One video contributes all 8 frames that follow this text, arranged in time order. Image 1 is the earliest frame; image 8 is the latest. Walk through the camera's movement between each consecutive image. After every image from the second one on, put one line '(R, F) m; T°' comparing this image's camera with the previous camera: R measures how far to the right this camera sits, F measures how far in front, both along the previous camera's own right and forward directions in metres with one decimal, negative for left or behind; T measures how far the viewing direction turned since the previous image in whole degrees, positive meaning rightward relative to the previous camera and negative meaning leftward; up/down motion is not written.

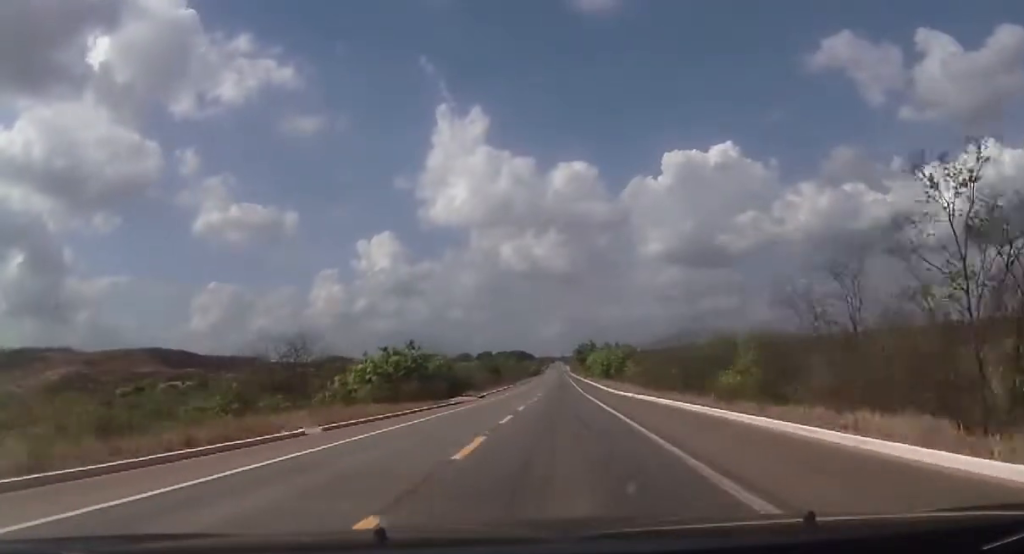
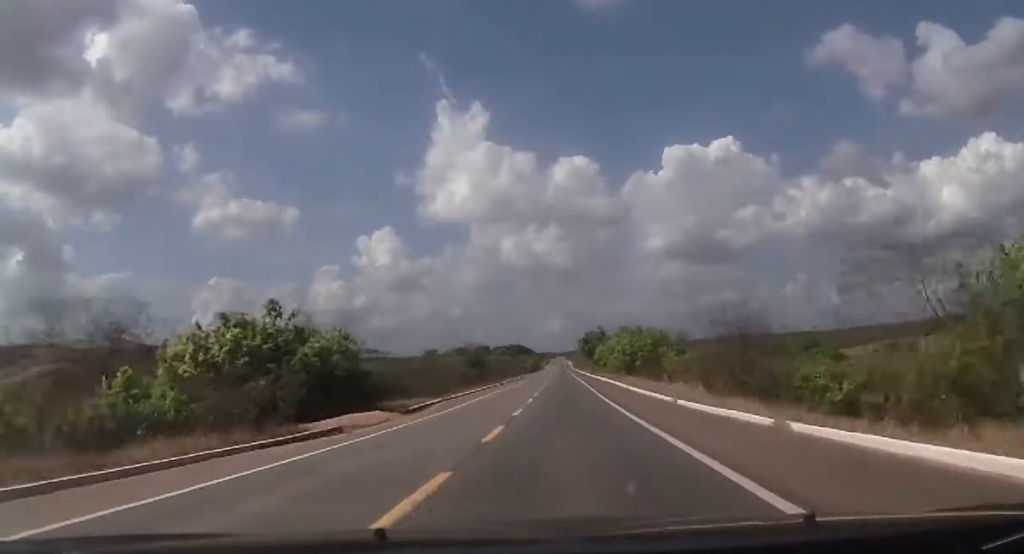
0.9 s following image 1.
(-0.4, +31.2) m; -1°
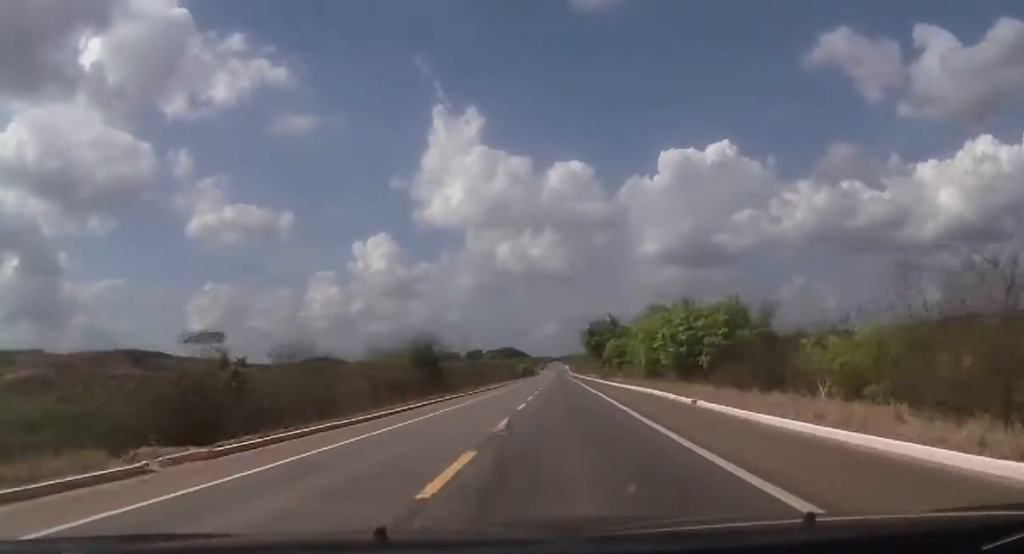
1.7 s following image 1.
(+0.1, +31.8) m; +1°
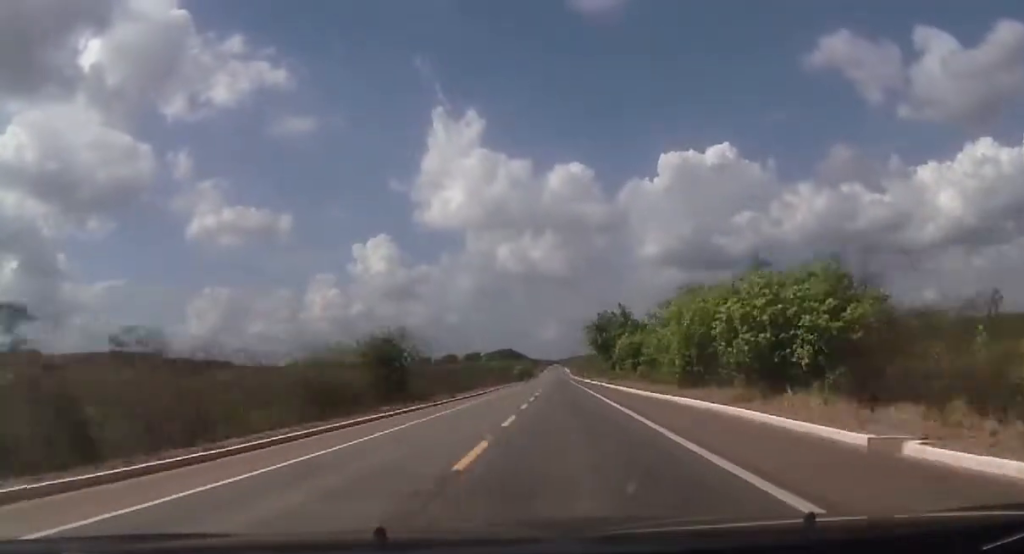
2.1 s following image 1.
(+0.1, +14.8) m; 0°
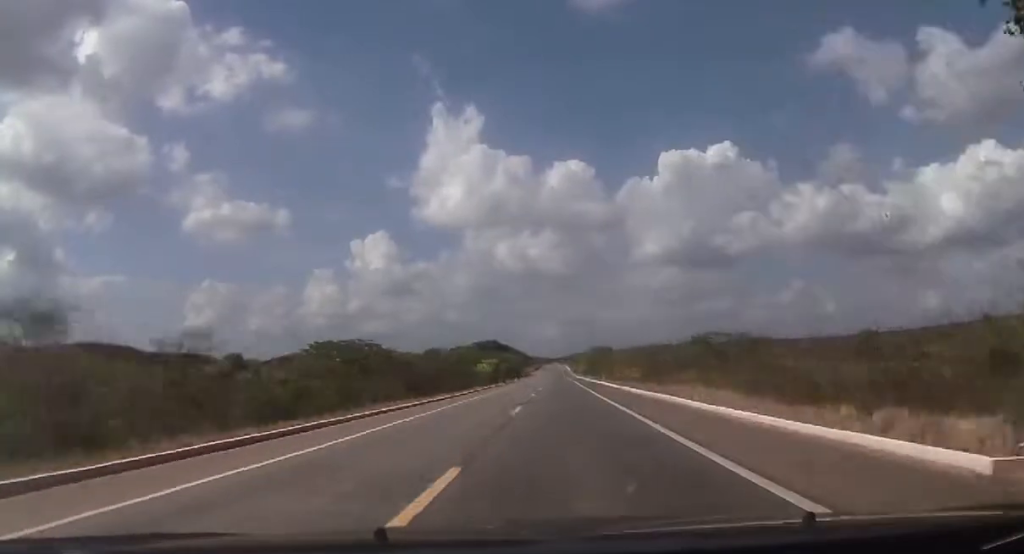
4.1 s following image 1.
(-0.7, +72.4) m; 0°
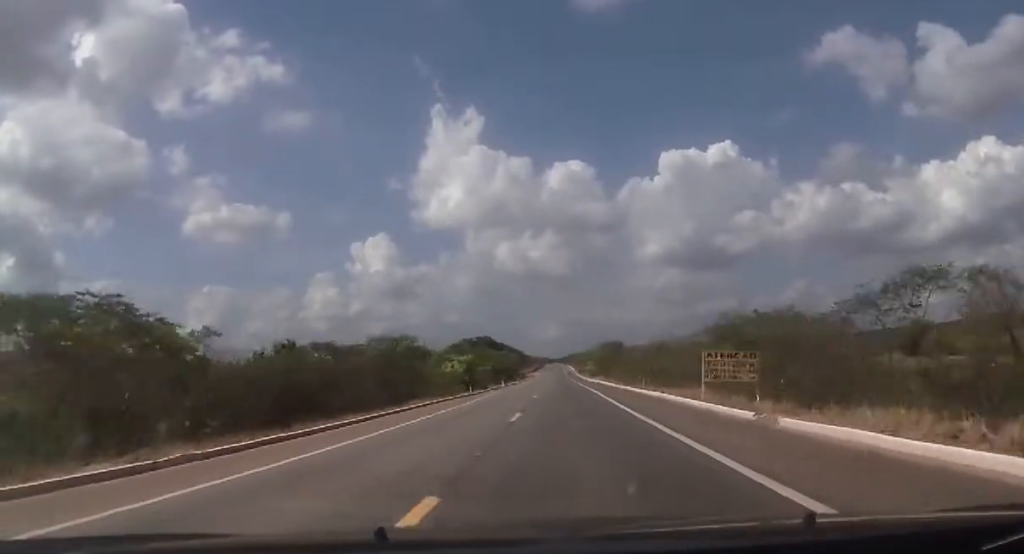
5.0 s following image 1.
(+0.8, +34.2) m; +1°
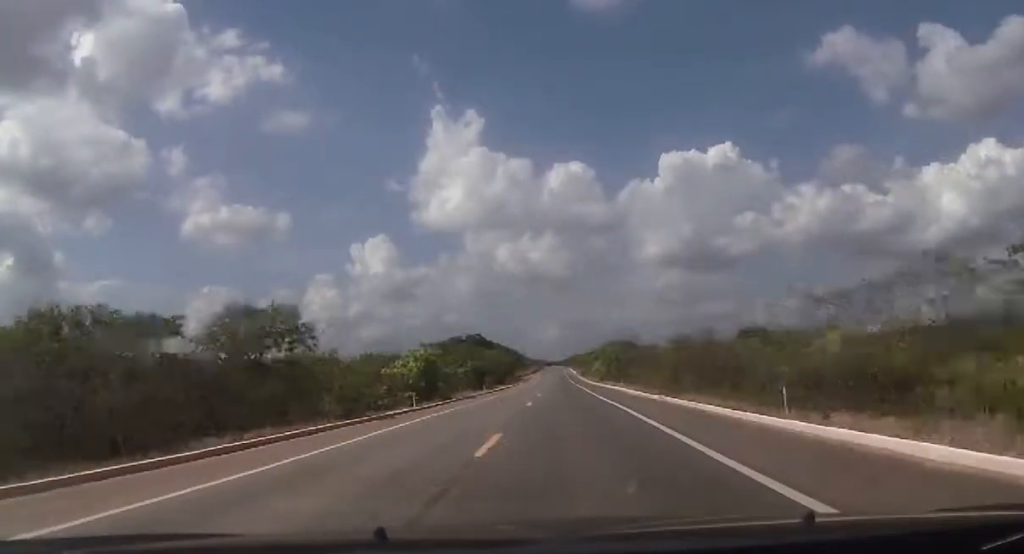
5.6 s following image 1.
(-0.2, +24.2) m; -1°
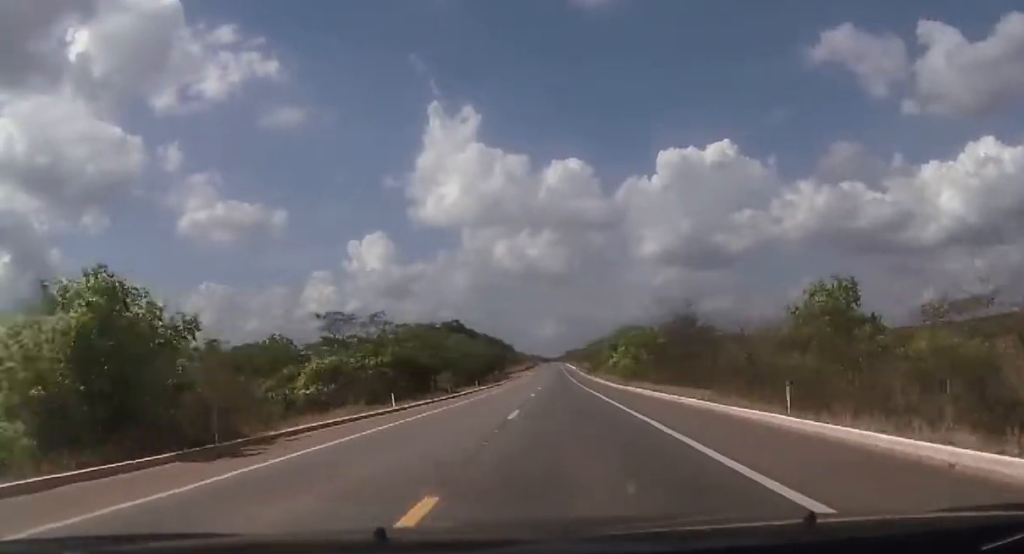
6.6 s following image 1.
(-0.6, +39.8) m; 0°
